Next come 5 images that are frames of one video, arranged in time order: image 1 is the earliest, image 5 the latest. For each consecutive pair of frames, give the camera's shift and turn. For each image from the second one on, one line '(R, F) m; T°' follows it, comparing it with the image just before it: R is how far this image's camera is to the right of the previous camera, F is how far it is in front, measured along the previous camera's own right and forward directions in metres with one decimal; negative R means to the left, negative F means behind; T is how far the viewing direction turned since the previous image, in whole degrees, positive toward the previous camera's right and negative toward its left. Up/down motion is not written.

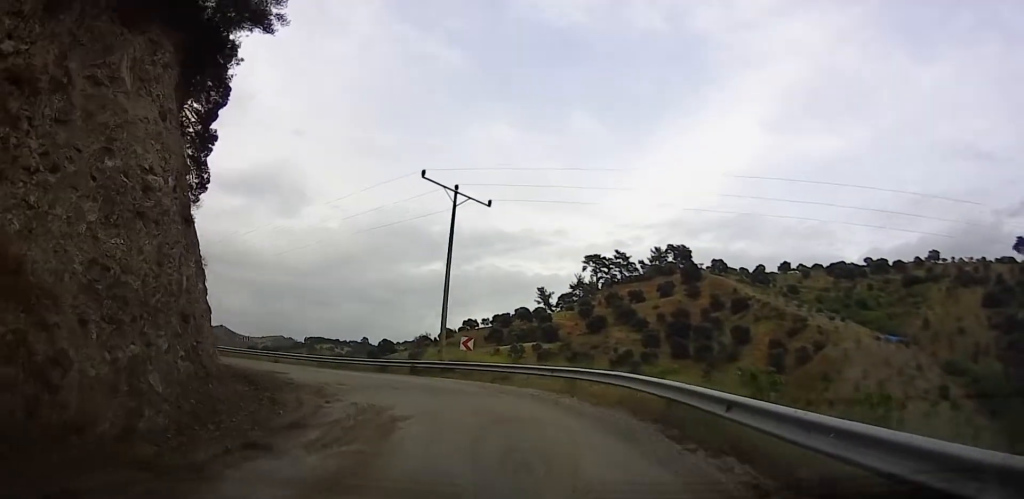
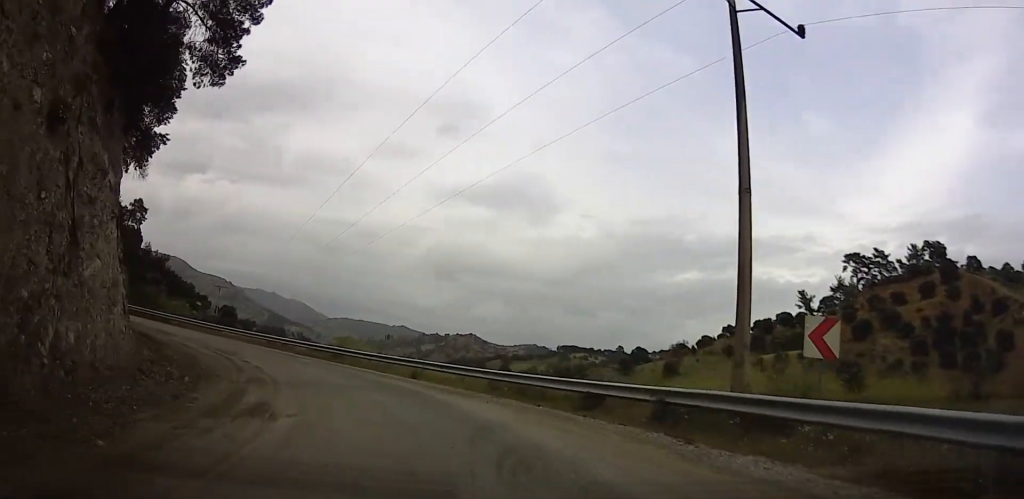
(-1.7, +18.0) m; -31°
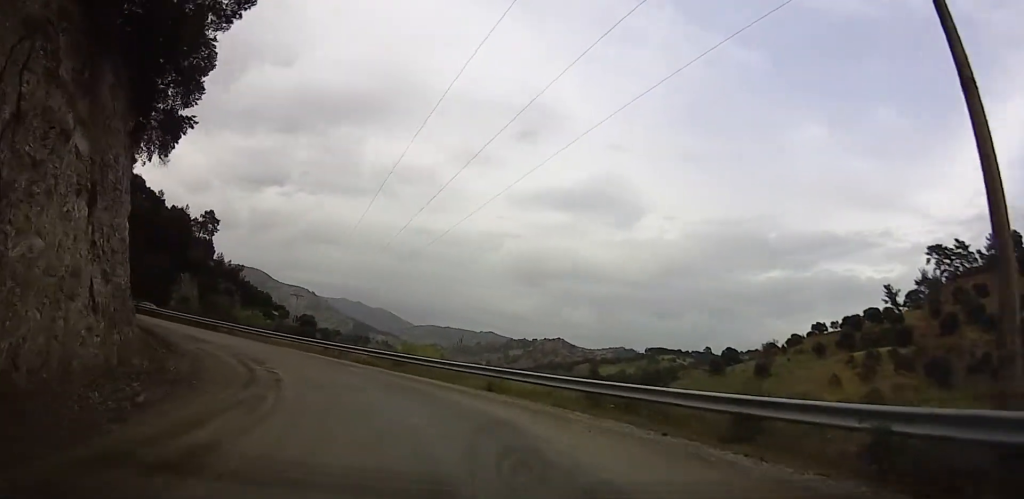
(-0.5, +4.4) m; -10°
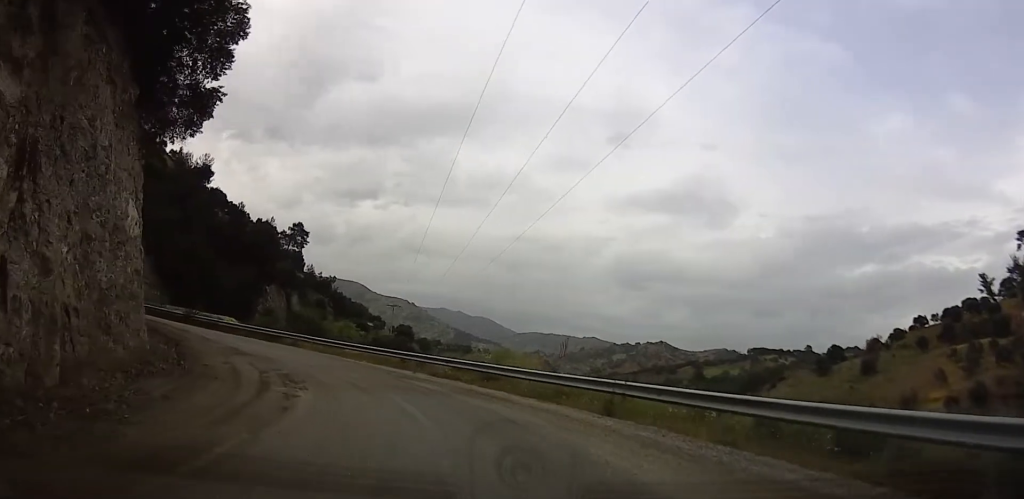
(+0.1, +5.0) m; -8°
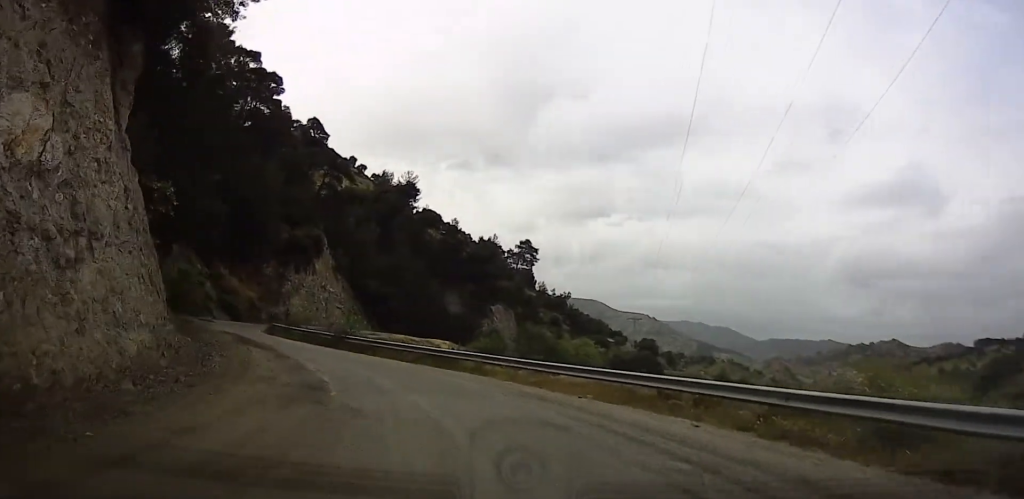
(-2.0, +12.1) m; -18°
